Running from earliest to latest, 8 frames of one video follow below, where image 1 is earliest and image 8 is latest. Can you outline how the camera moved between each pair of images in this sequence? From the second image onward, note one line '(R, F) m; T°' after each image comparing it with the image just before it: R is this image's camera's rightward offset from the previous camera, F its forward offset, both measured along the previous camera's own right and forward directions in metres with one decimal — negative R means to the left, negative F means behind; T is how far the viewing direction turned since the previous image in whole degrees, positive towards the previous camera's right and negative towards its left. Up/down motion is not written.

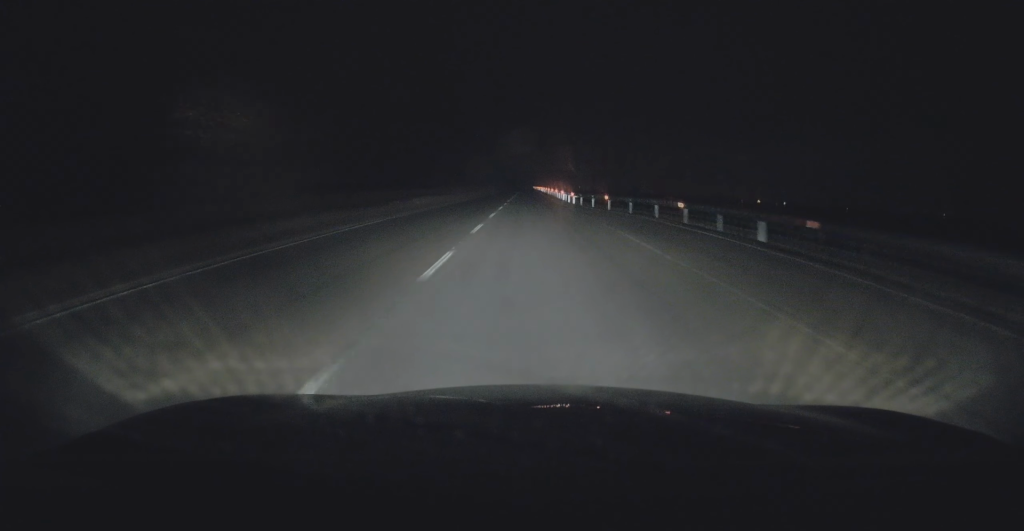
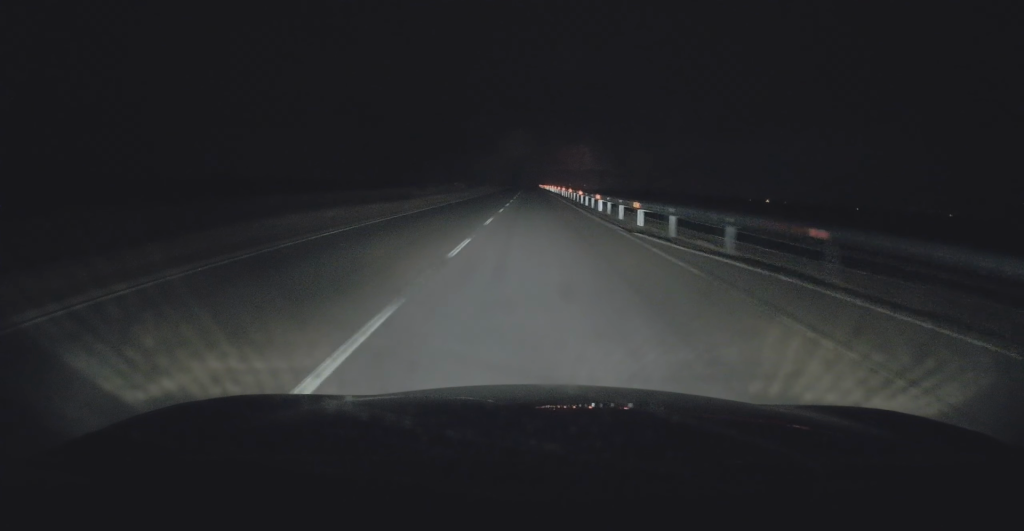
(+0.1, +28.1) m; 0°
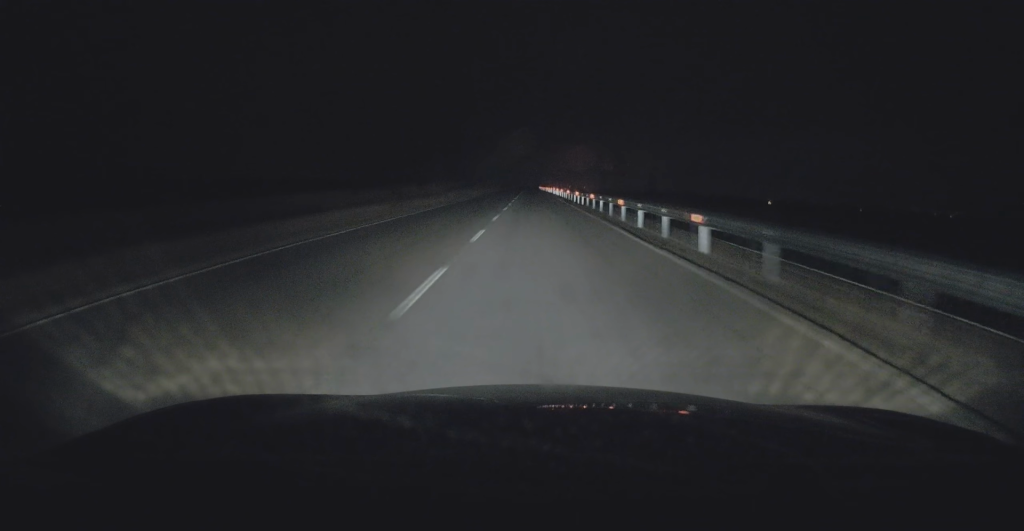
(-0.1, +20.1) m; 0°
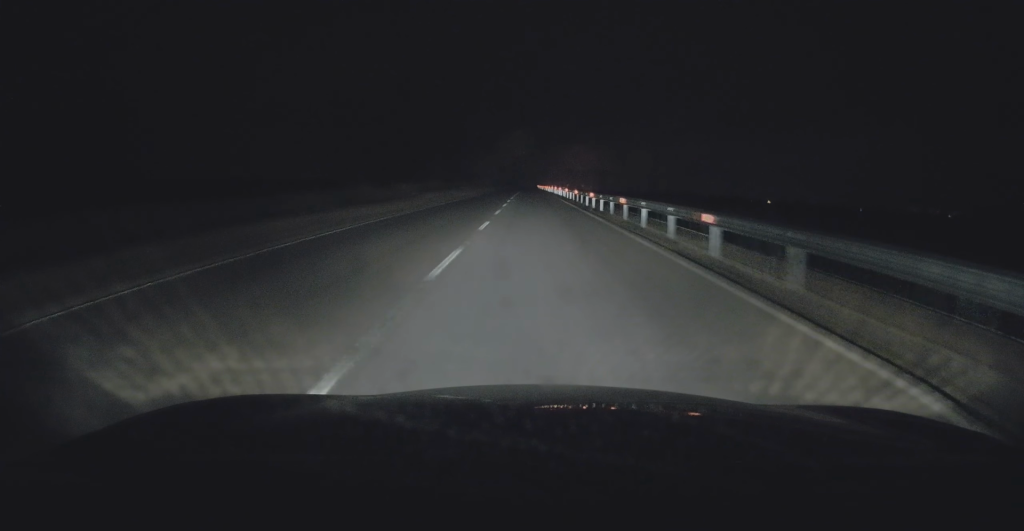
(0.0, +12.9) m; 0°
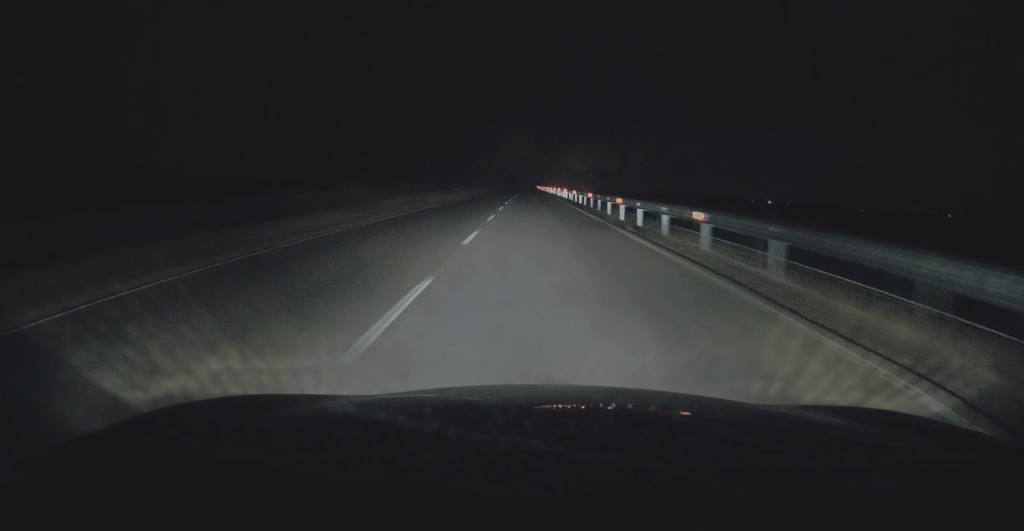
(0.0, +11.3) m; 0°
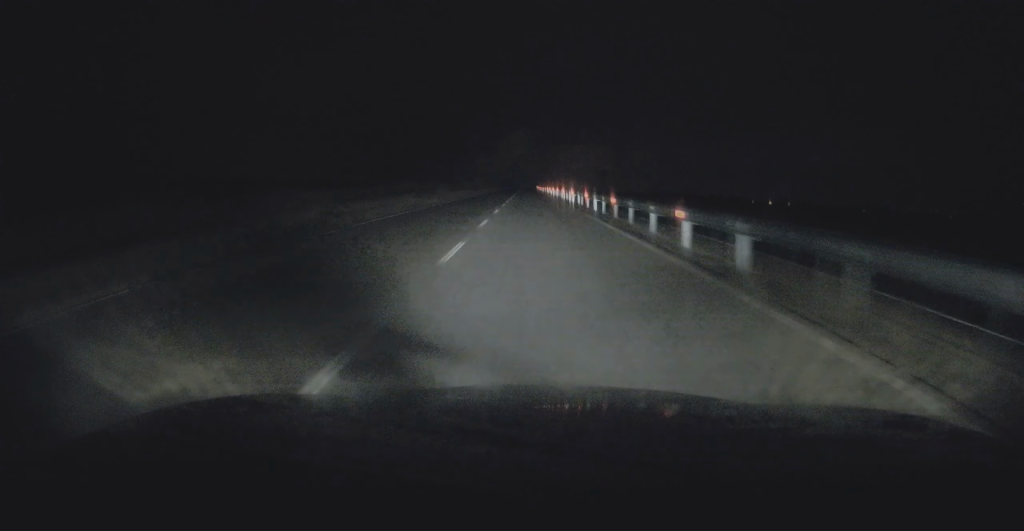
(+0.1, +10.5) m; 0°
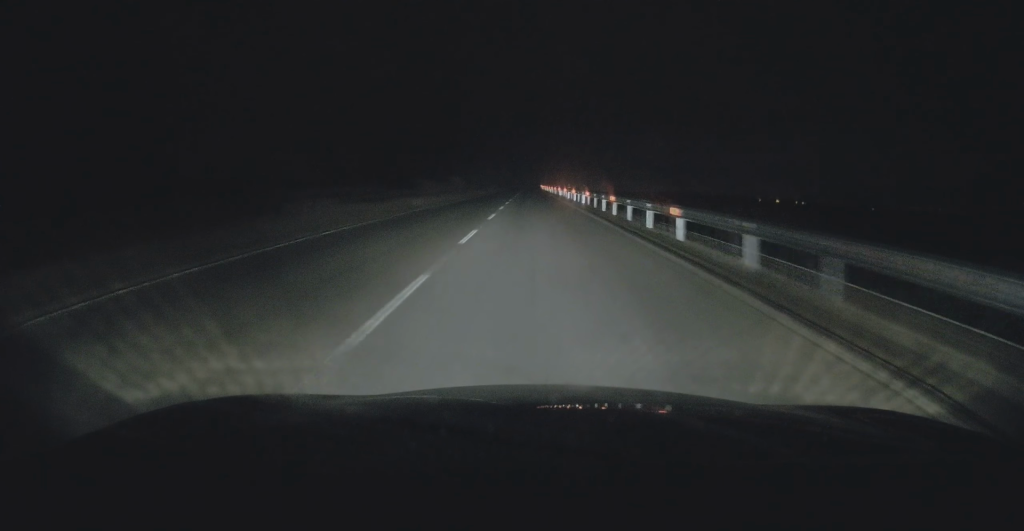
(-0.2, +35.4) m; -1°
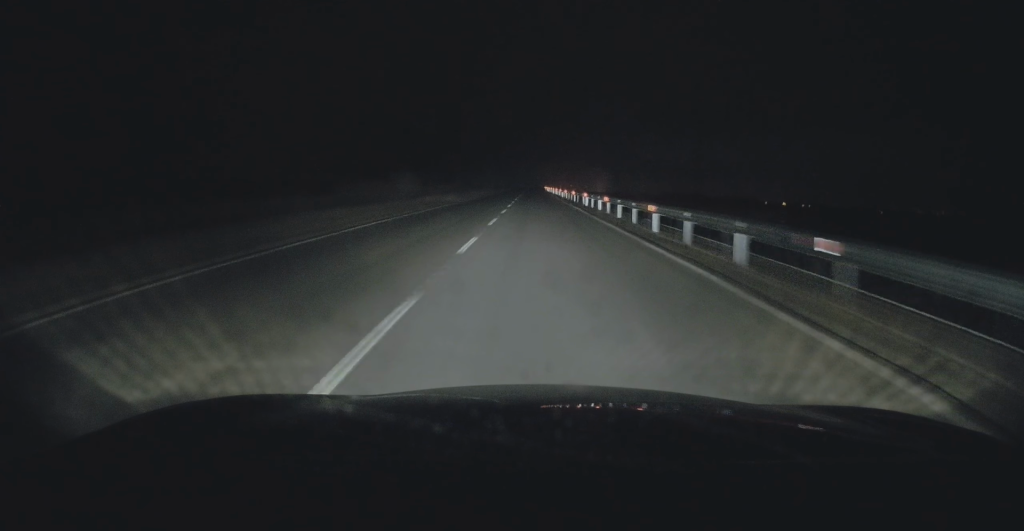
(+0.1, +32.1) m; 0°
